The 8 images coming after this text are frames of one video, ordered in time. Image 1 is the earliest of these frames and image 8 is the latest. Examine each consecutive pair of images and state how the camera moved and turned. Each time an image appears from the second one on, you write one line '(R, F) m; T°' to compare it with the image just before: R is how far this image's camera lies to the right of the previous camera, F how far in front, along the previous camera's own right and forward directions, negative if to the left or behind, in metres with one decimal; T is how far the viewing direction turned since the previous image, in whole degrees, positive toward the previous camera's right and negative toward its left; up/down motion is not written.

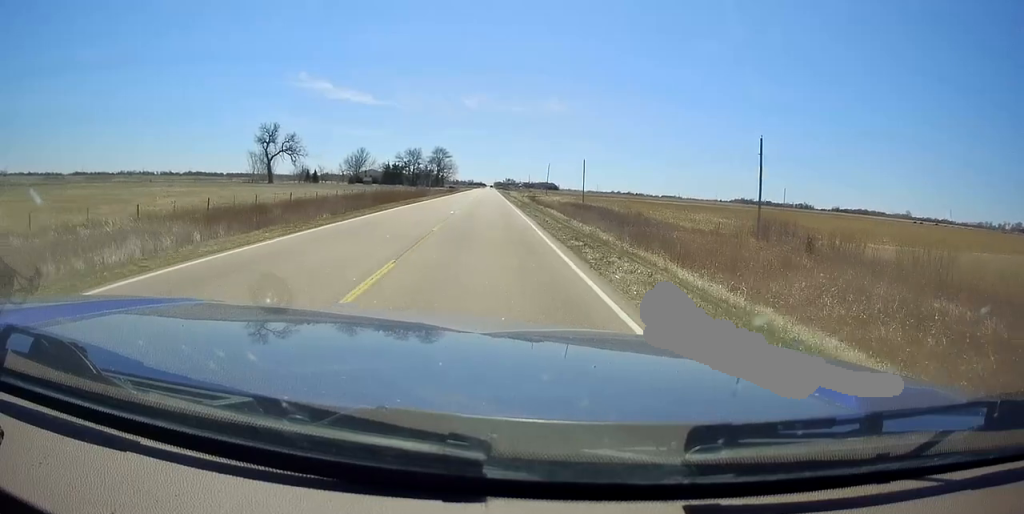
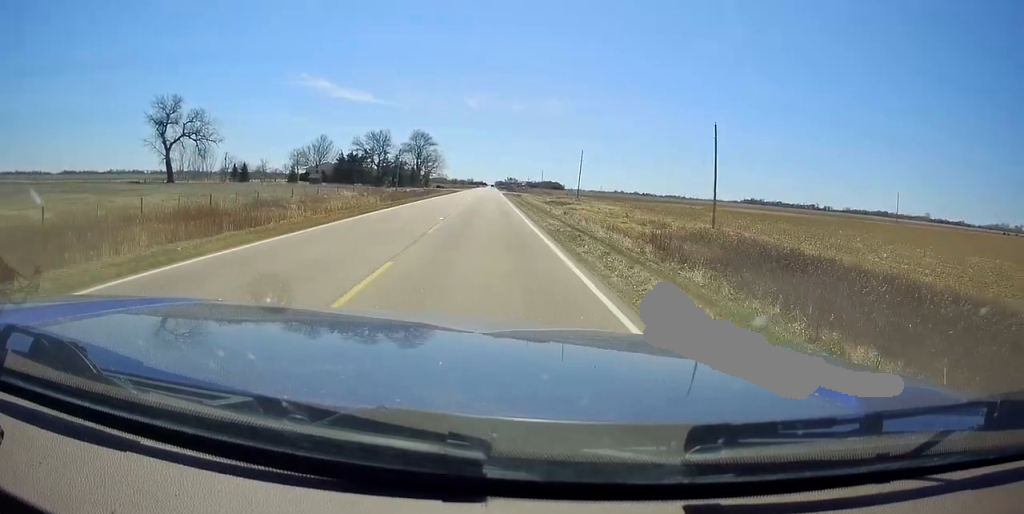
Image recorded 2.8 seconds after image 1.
(-1.7, +68.4) m; -2°
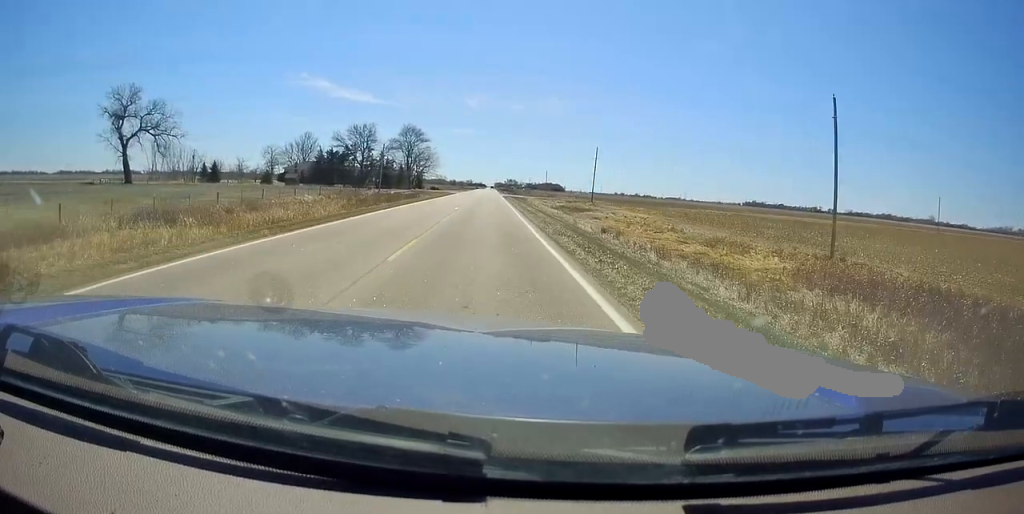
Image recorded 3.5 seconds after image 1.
(+0.6, +18.3) m; +1°
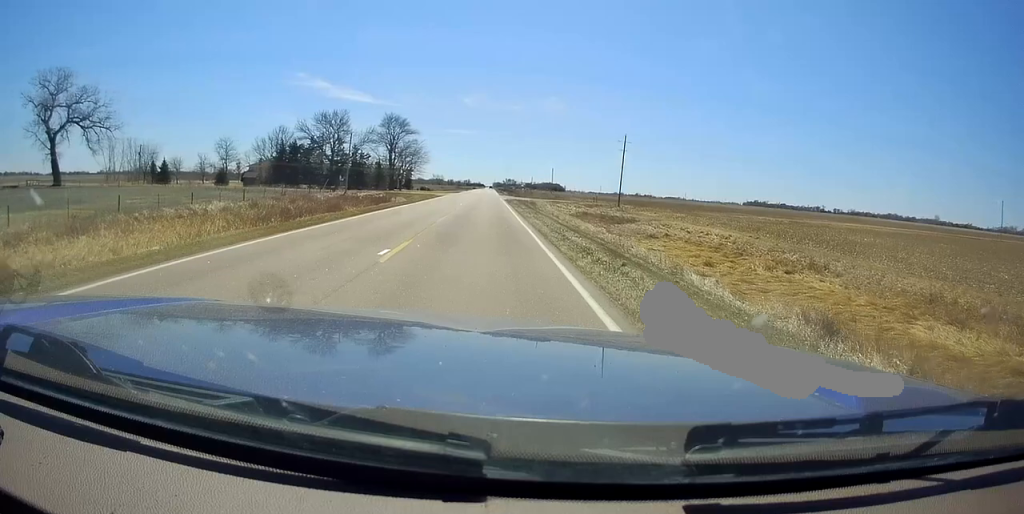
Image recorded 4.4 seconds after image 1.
(+0.2, +23.8) m; 0°
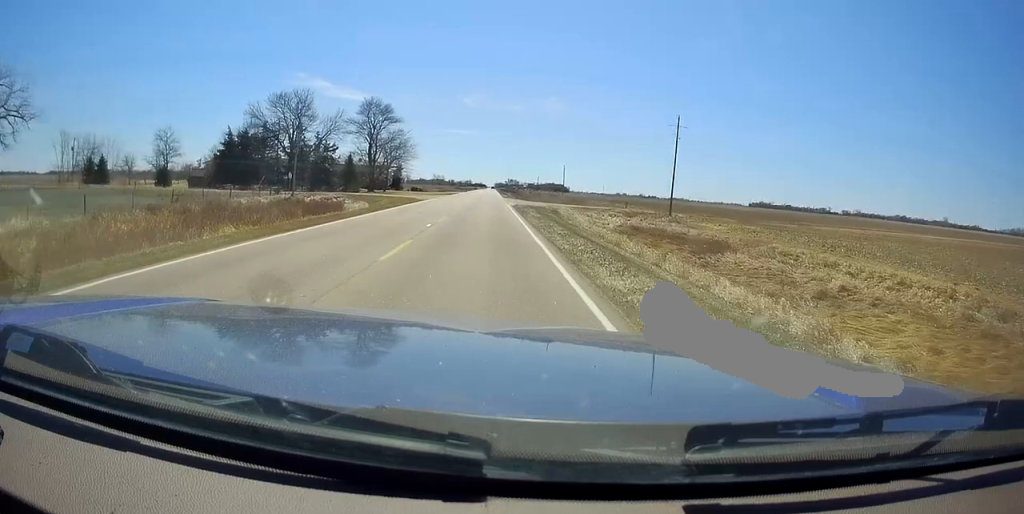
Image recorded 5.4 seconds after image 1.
(0.0, +23.5) m; 0°
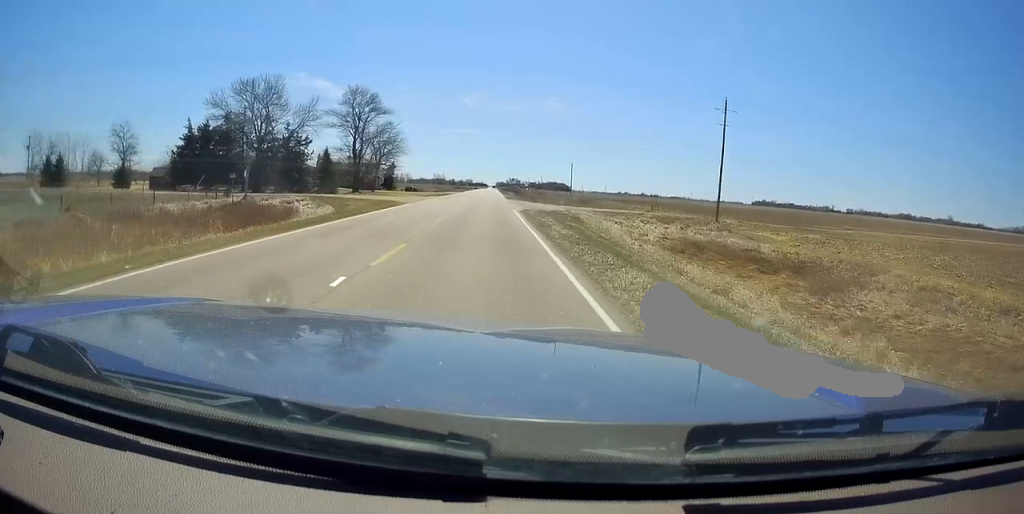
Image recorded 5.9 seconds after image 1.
(0.0, +12.6) m; 0°
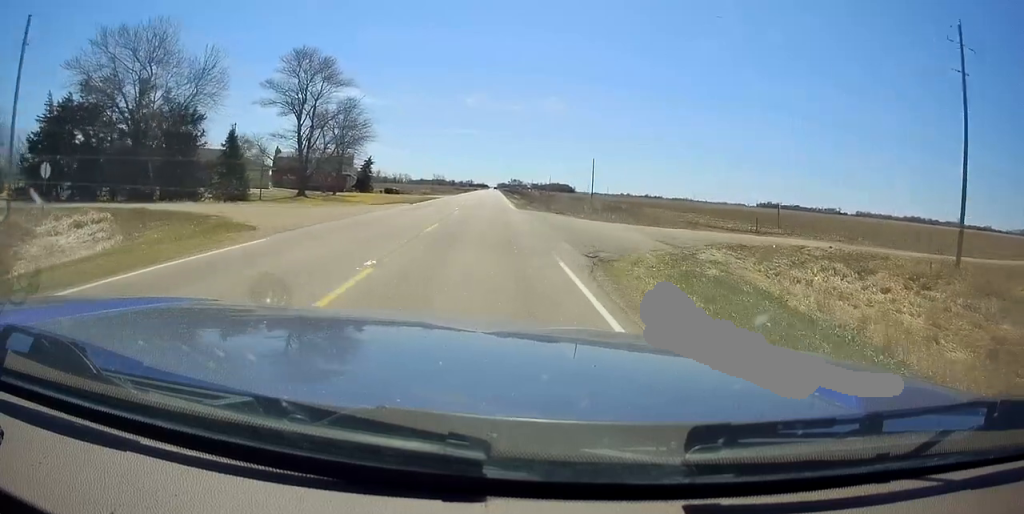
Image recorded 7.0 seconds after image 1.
(0.0, +27.7) m; 0°
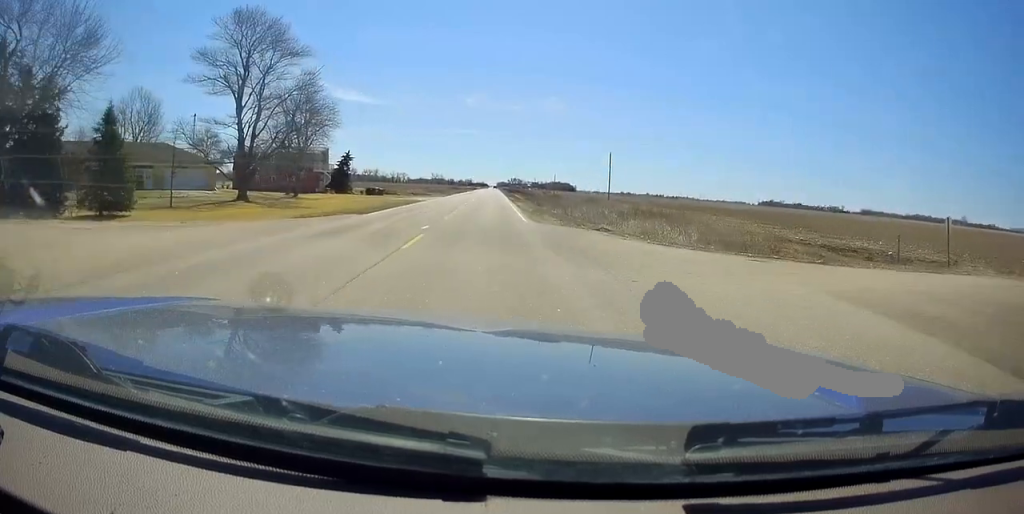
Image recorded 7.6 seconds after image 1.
(0.0, +16.3) m; 0°
